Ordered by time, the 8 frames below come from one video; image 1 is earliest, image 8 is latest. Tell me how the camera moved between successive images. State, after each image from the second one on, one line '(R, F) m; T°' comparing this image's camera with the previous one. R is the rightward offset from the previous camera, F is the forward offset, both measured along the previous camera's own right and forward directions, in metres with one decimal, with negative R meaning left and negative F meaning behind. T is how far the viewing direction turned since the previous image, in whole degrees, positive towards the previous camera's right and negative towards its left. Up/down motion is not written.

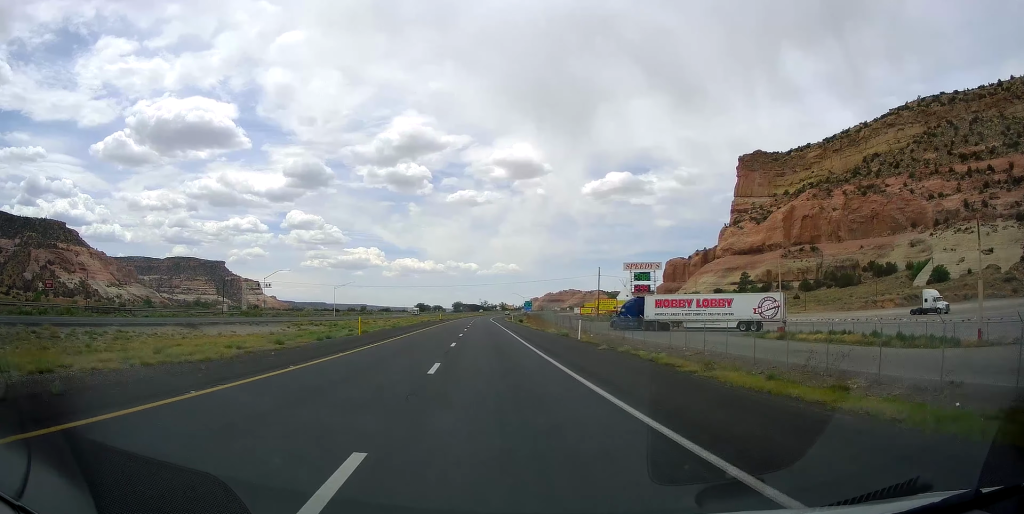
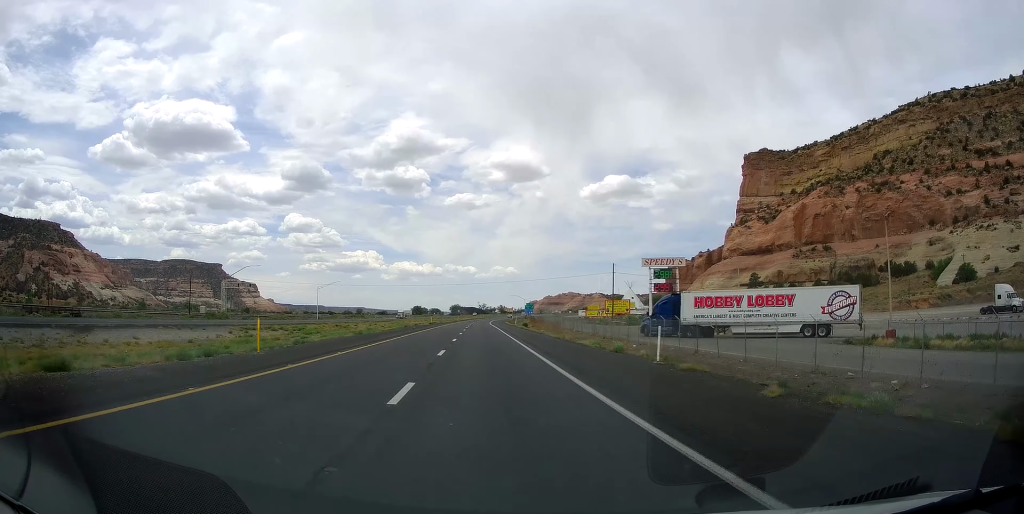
(-0.1, +17.6) m; 0°
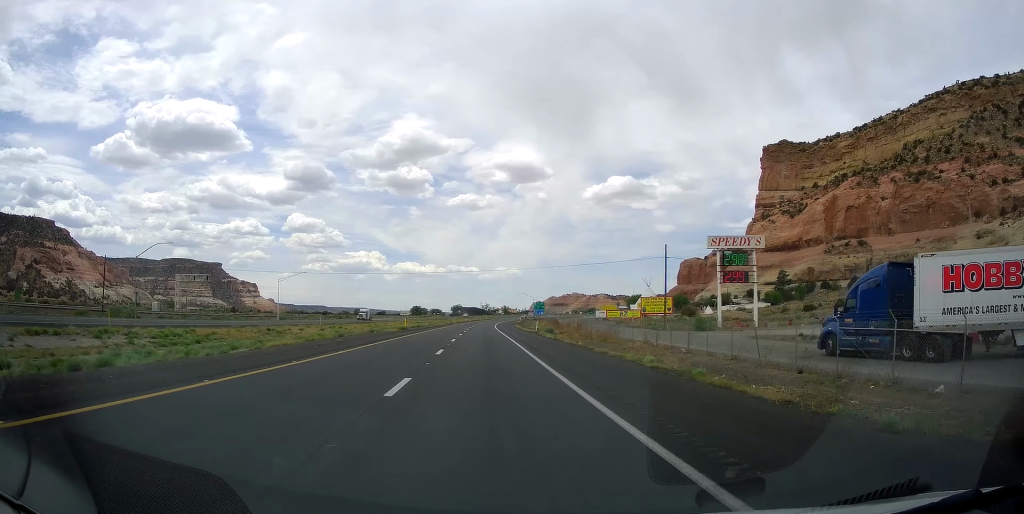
(-0.2, +35.4) m; 0°
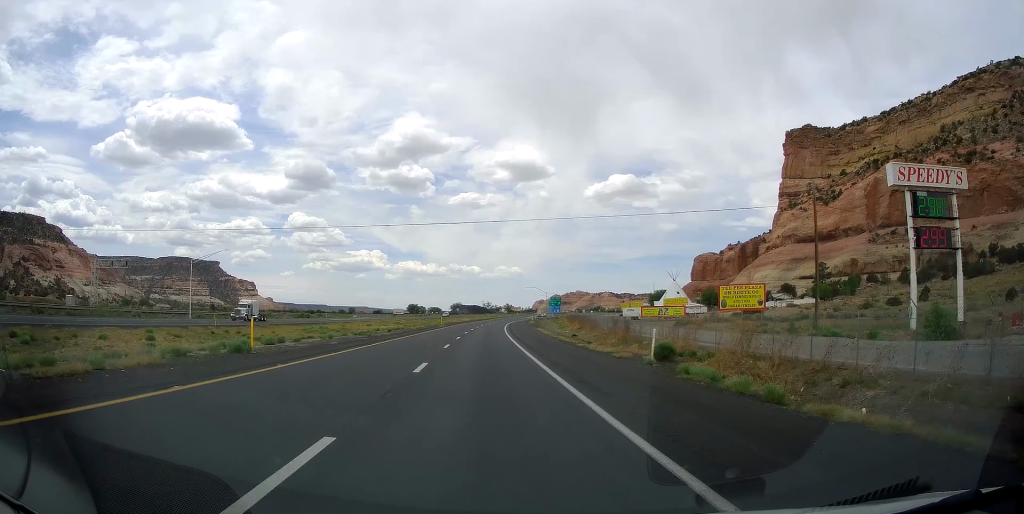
(0.0, +43.8) m; 0°
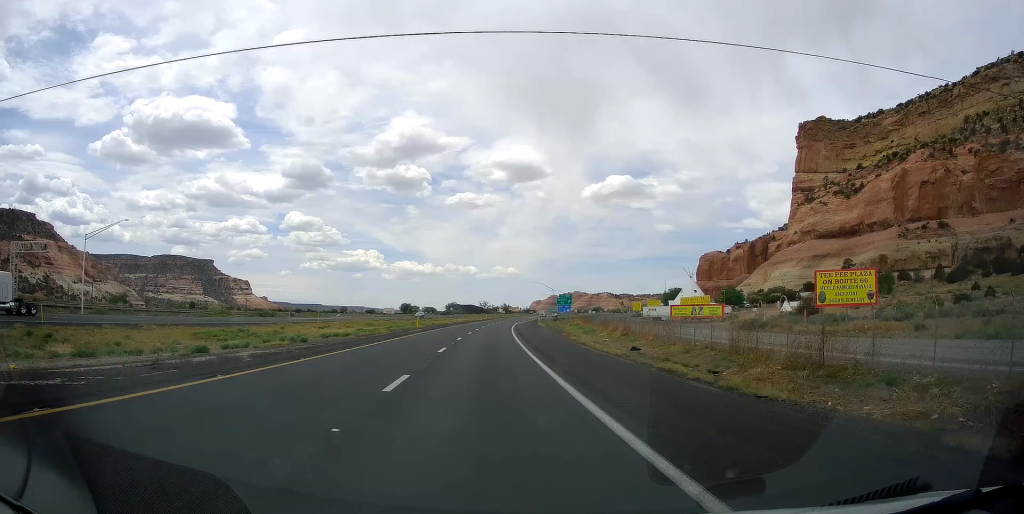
(-0.1, +28.4) m; 0°
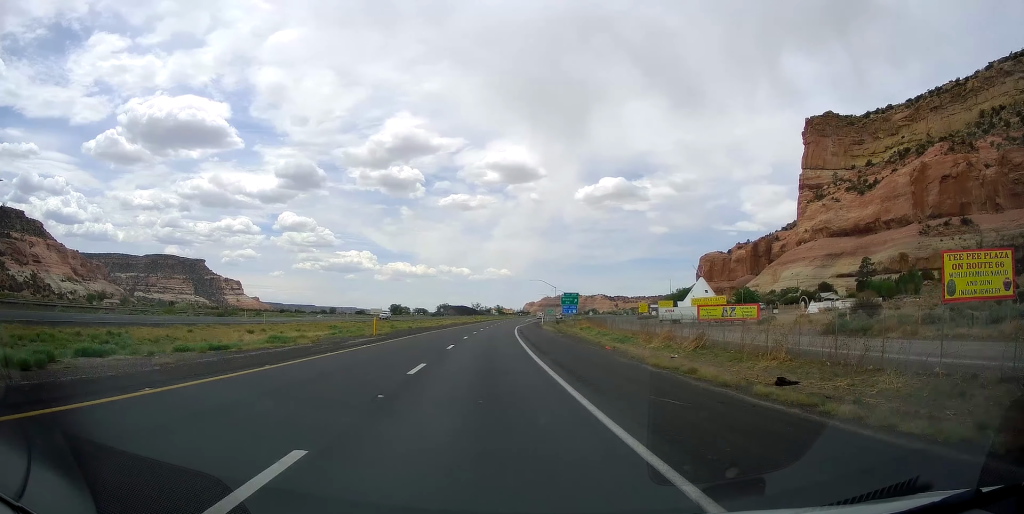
(-0.2, +21.3) m; 0°
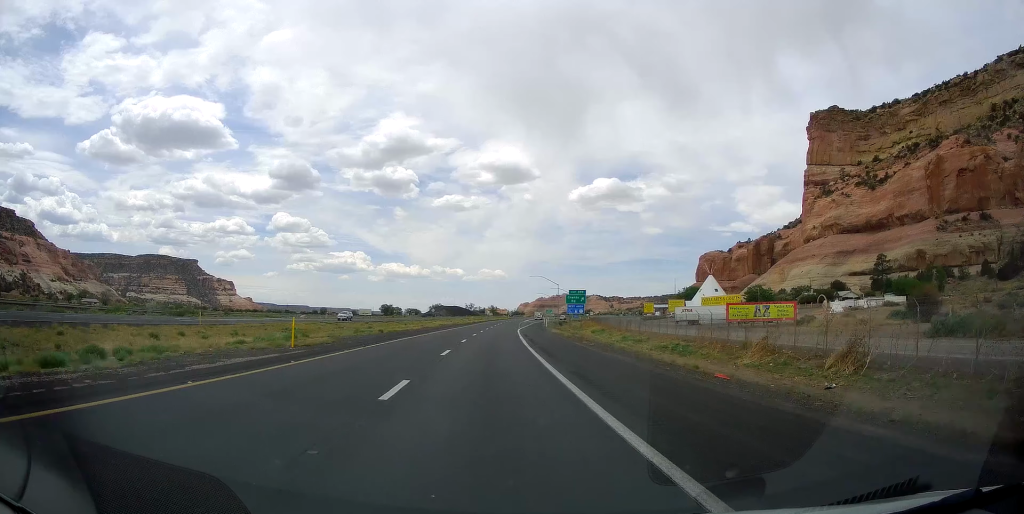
(+0.1, +16.6) m; +1°
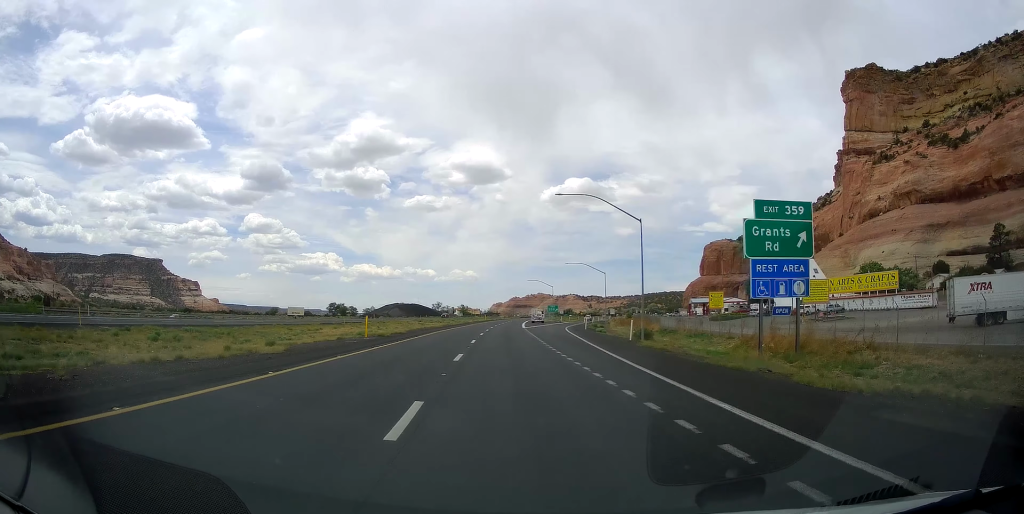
(+3.4, +88.6) m; +3°
